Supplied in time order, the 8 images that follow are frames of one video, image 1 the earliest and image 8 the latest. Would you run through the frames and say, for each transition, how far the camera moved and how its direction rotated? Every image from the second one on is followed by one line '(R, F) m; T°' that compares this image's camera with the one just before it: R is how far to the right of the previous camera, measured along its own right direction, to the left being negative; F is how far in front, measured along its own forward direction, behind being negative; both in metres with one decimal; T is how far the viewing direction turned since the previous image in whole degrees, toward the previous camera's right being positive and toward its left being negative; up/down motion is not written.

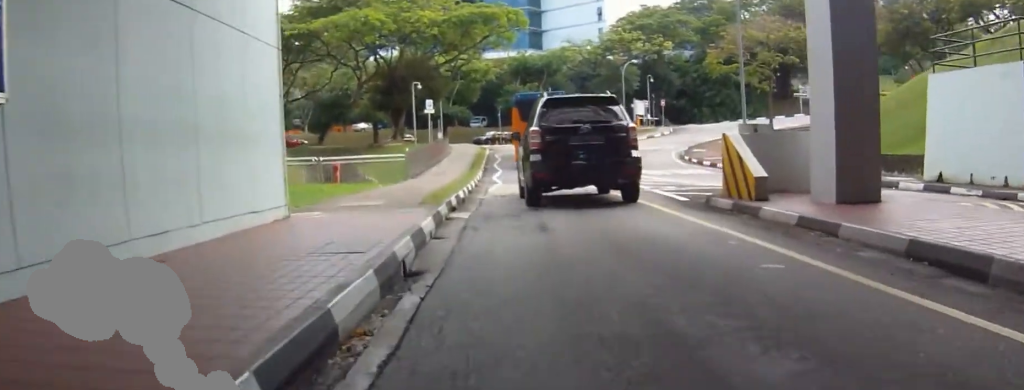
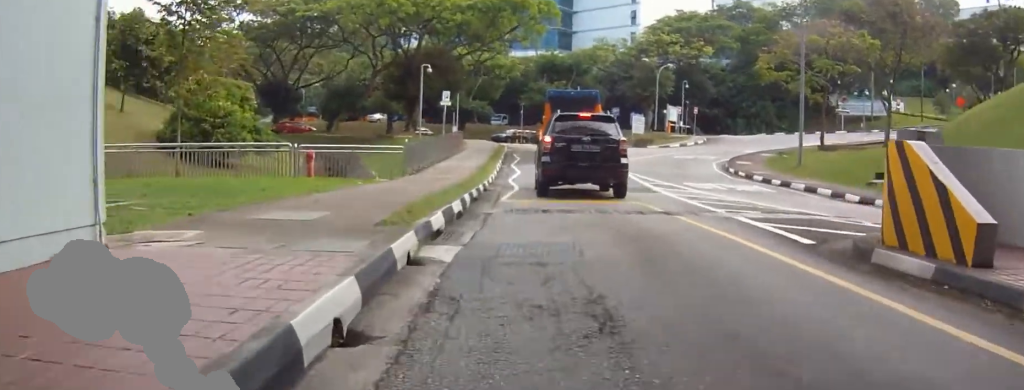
(0.0, +3.3) m; 0°
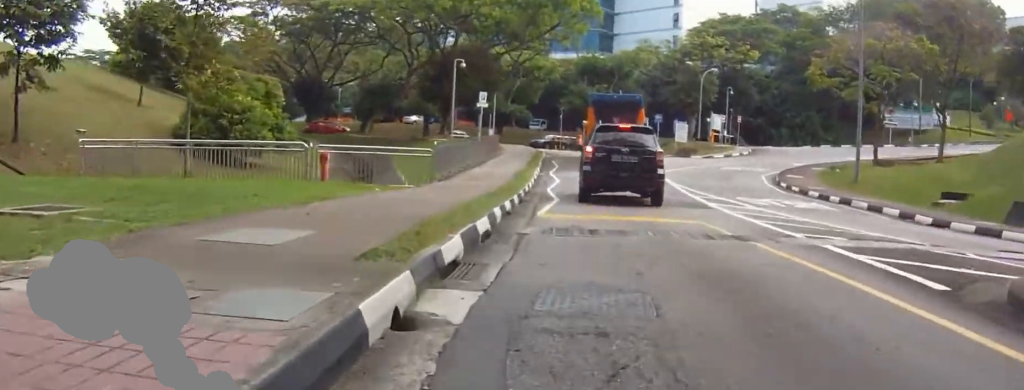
(0.0, +1.4) m; +4°
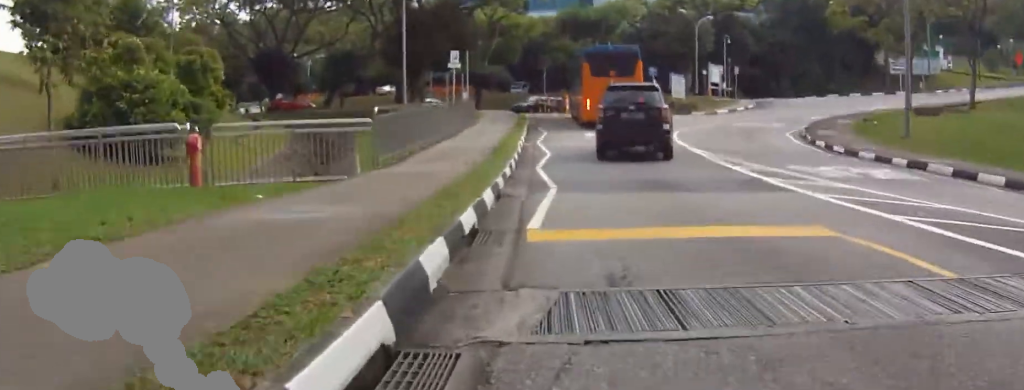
(+0.4, +3.5) m; +16°
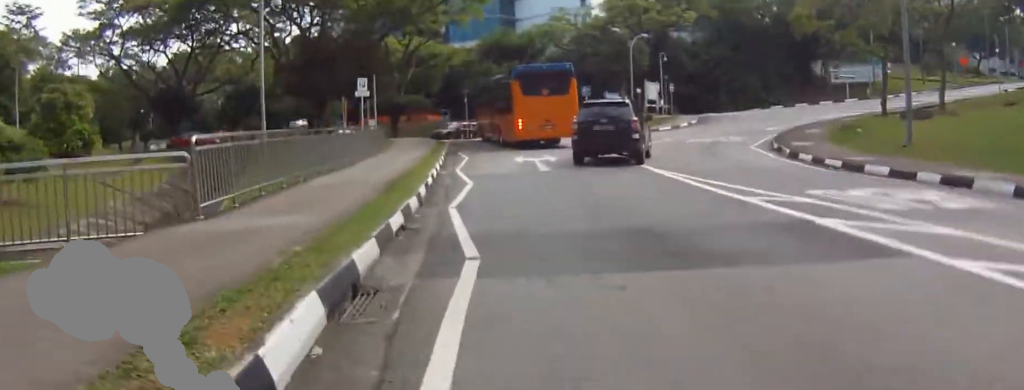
(+0.5, +3.6) m; +6°
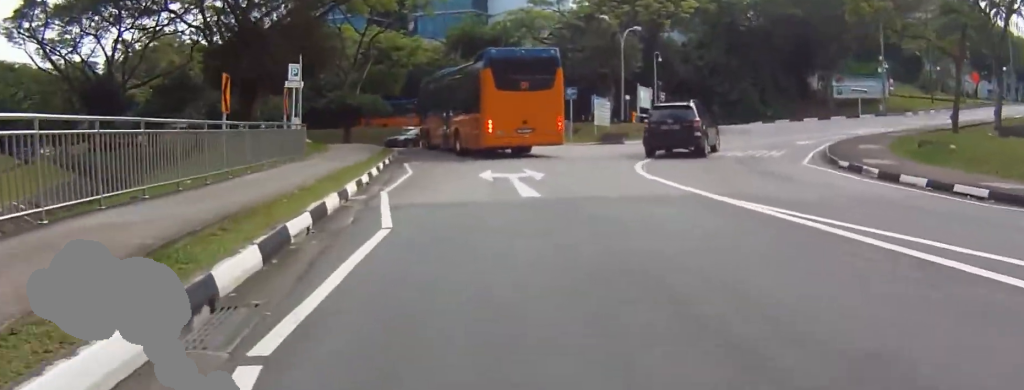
(+0.4, +6.2) m; +6°
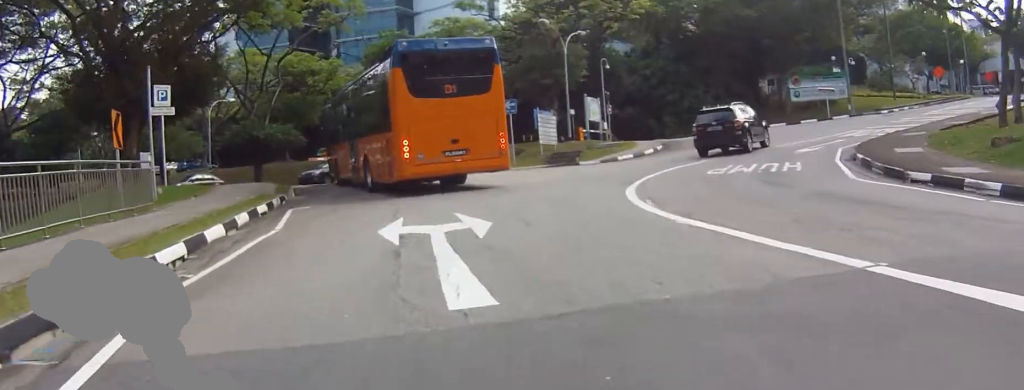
(-0.2, +5.7) m; +2°
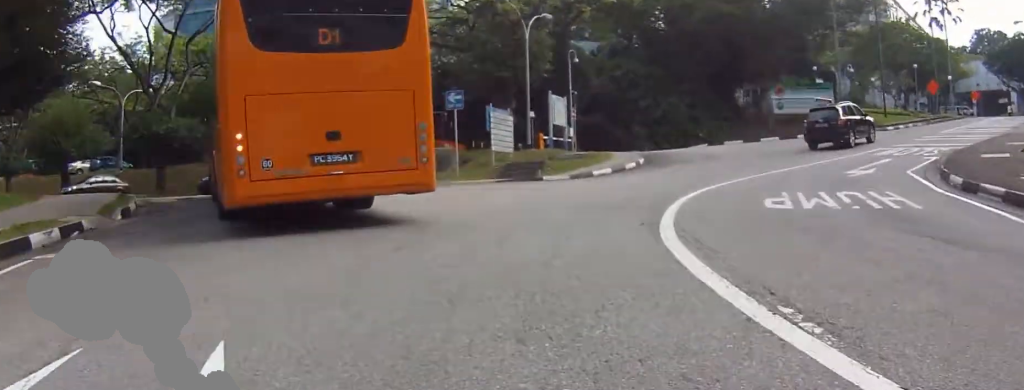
(+0.6, +6.4) m; +11°
